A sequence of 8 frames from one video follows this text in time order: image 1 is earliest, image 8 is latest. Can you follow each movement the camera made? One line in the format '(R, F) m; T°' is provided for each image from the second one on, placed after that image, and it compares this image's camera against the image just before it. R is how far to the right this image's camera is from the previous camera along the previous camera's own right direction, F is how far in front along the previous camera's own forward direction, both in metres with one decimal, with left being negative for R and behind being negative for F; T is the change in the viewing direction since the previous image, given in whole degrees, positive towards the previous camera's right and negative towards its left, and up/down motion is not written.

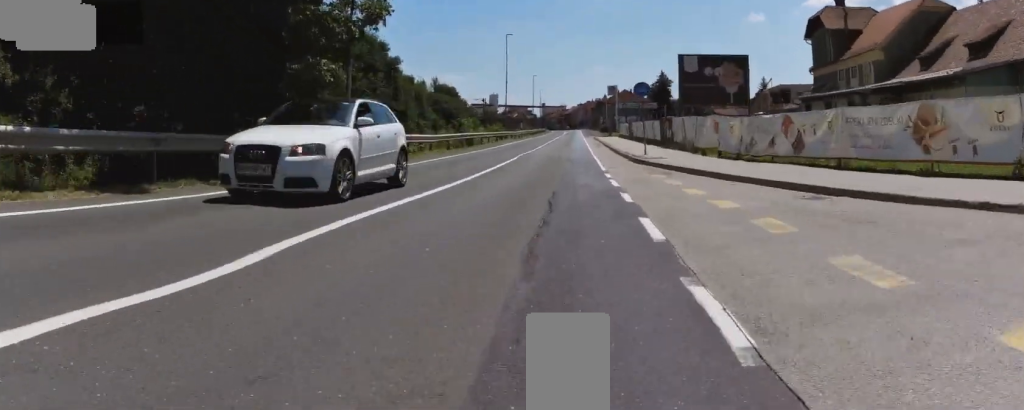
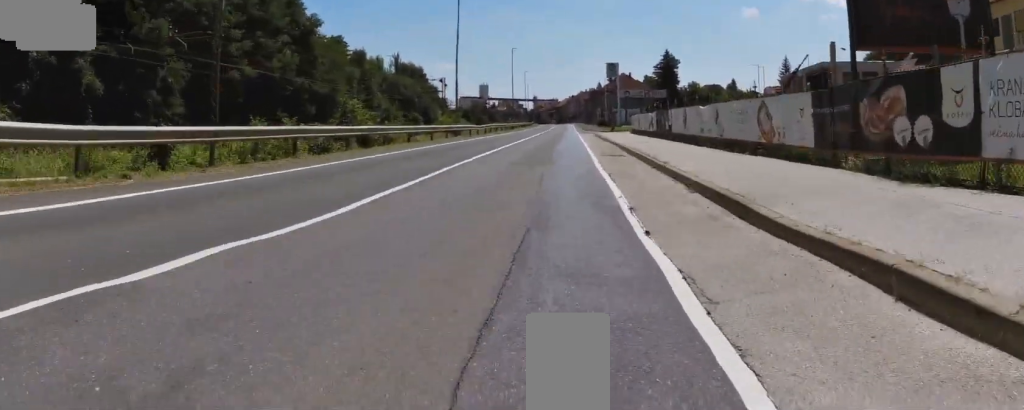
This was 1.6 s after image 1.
(-0.4, +20.8) m; 0°
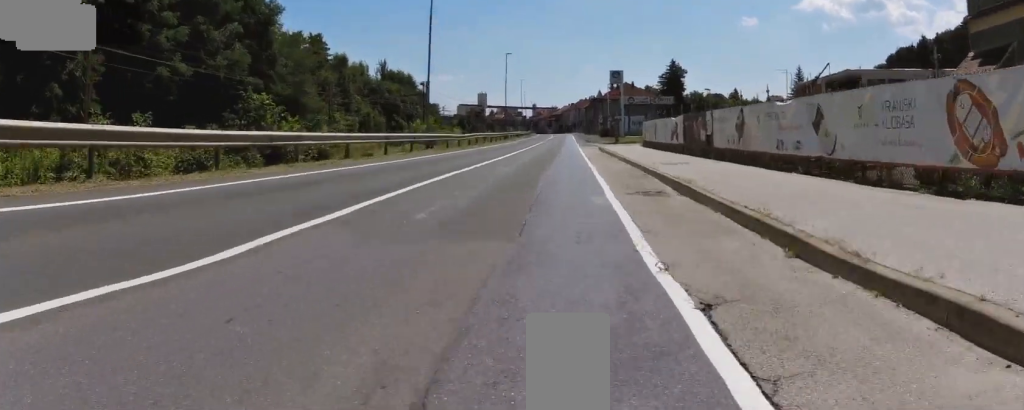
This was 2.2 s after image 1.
(+0.6, +7.1) m; 0°
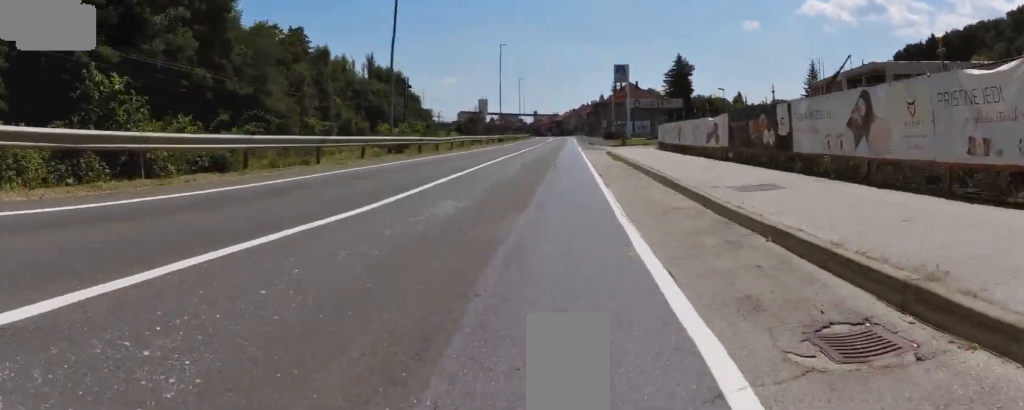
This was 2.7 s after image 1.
(-0.4, +6.3) m; 0°
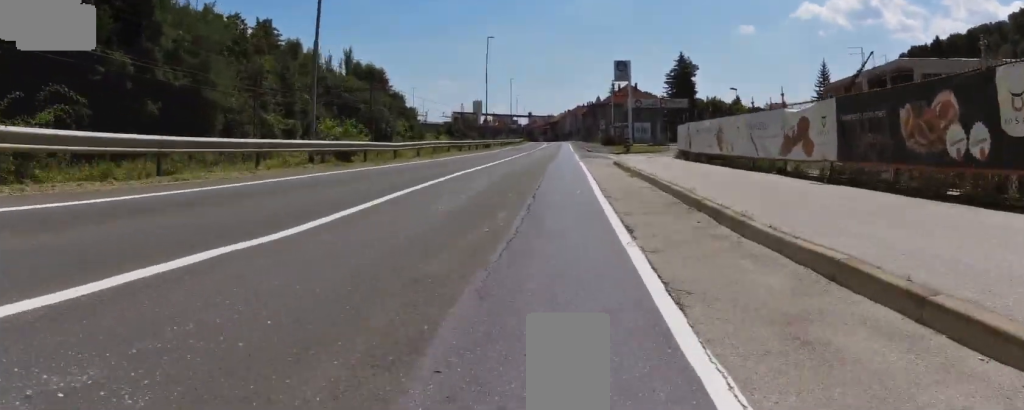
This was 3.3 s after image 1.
(-0.6, +7.1) m; 0°
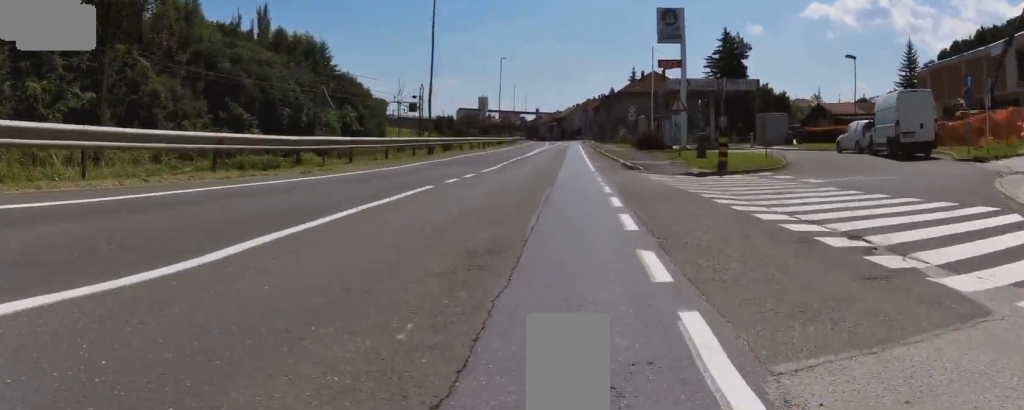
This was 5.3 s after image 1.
(+1.9, +26.1) m; 0°
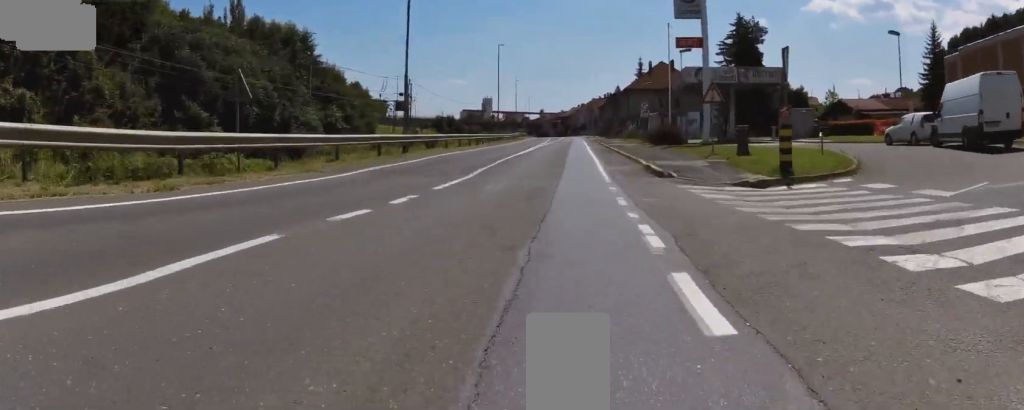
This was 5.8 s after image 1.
(-0.4, +5.6) m; 0°
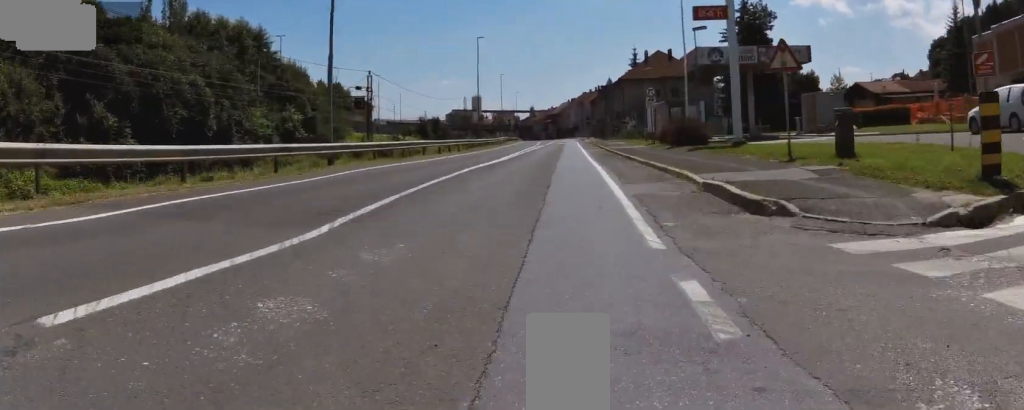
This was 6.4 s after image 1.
(-0.3, +7.8) m; +1°
